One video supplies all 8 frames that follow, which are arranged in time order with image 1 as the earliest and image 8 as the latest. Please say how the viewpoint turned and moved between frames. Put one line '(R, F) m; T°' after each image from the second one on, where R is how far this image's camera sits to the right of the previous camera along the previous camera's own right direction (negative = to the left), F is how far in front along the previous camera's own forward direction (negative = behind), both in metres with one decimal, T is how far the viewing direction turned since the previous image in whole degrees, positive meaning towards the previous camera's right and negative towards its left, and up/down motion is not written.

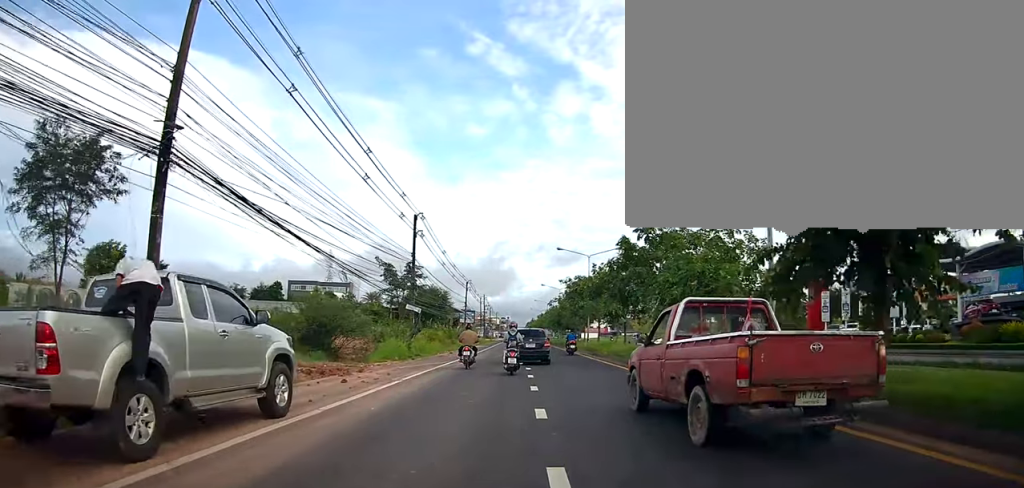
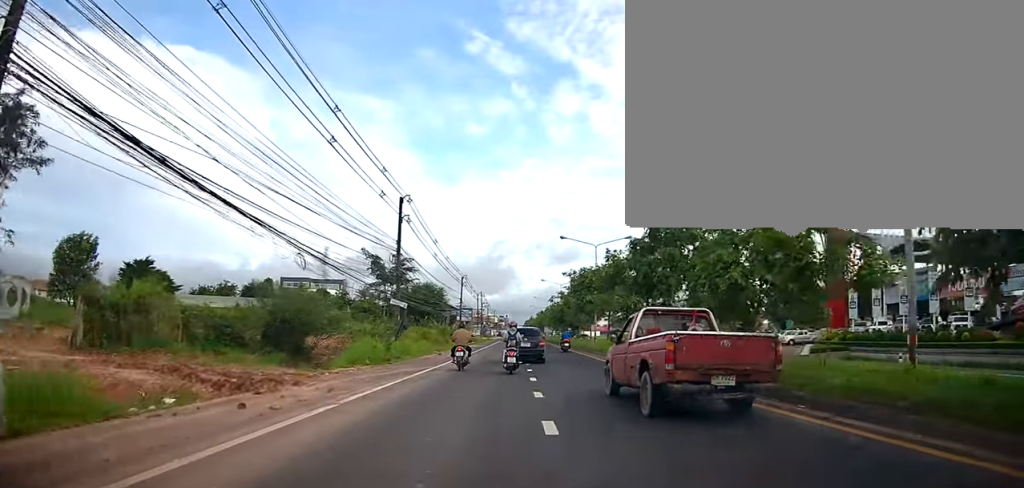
(0.0, +5.2) m; 0°
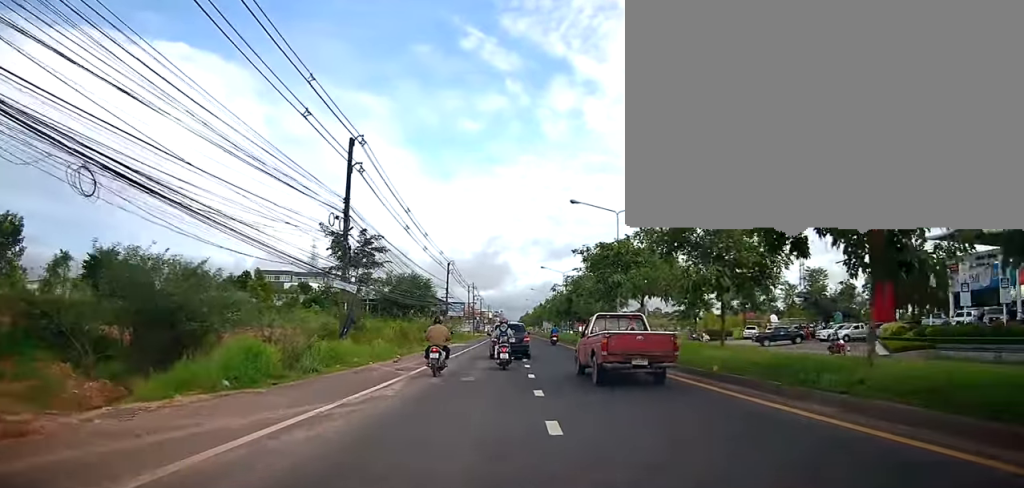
(0.0, +11.7) m; 0°
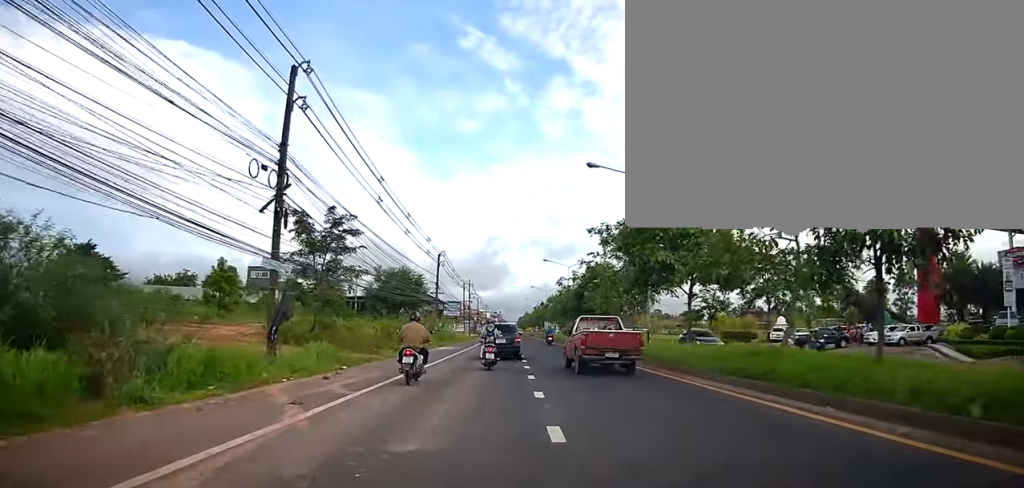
(0.0, +8.5) m; 0°
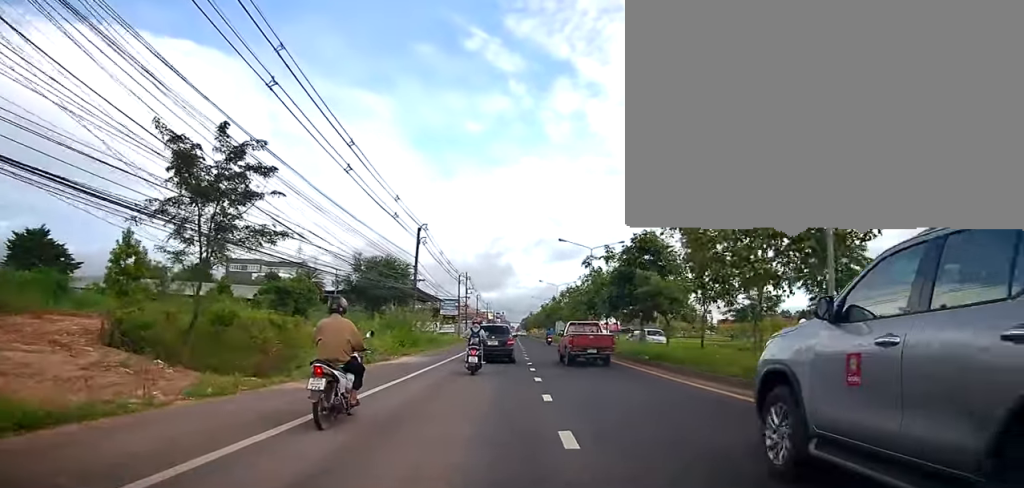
(0.0, +16.0) m; -1°
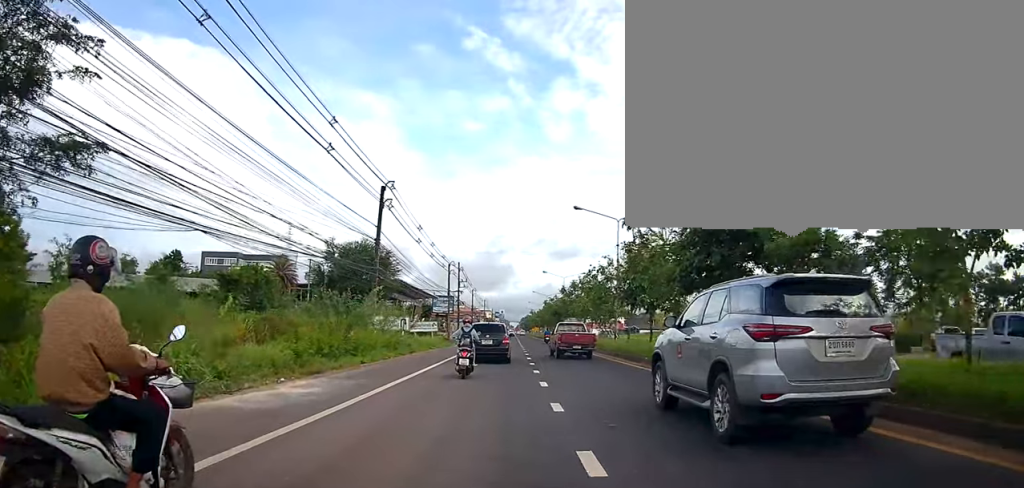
(-0.4, +13.1) m; -3°
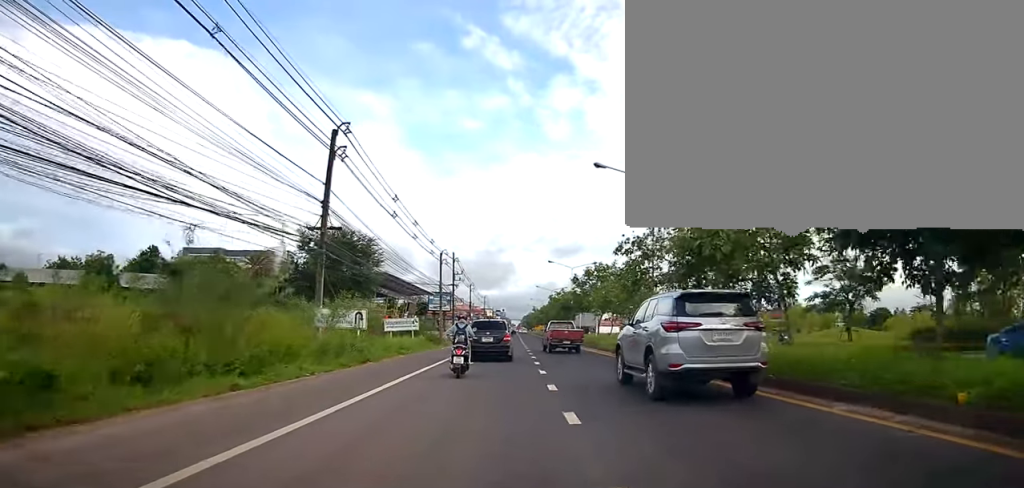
(-0.3, +9.5) m; +1°
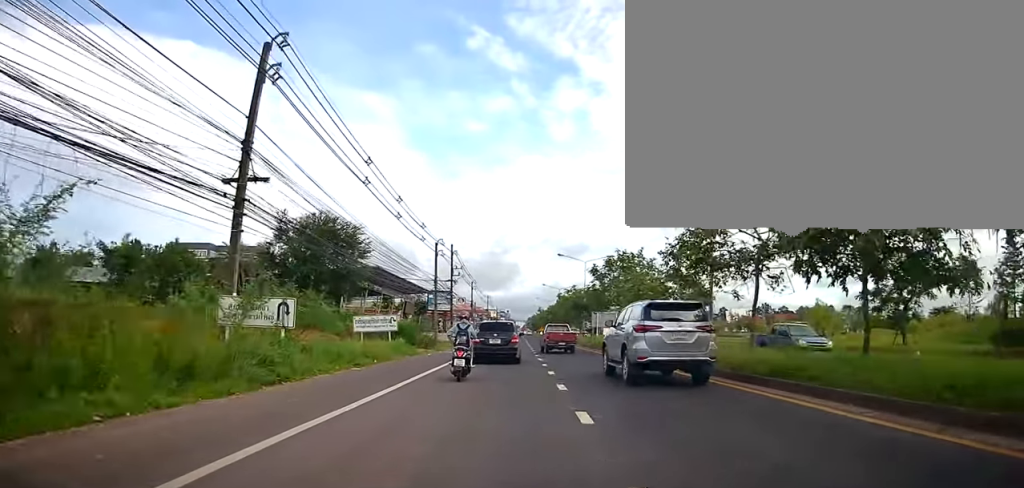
(+0.4, +7.9) m; +3°
